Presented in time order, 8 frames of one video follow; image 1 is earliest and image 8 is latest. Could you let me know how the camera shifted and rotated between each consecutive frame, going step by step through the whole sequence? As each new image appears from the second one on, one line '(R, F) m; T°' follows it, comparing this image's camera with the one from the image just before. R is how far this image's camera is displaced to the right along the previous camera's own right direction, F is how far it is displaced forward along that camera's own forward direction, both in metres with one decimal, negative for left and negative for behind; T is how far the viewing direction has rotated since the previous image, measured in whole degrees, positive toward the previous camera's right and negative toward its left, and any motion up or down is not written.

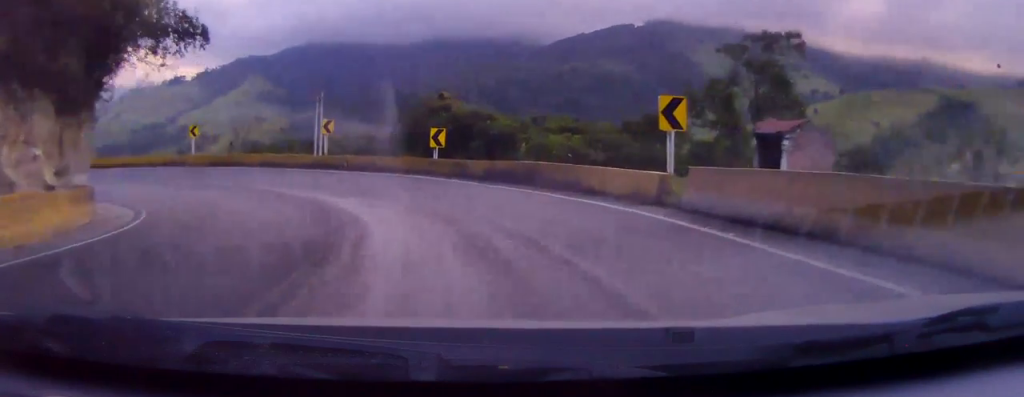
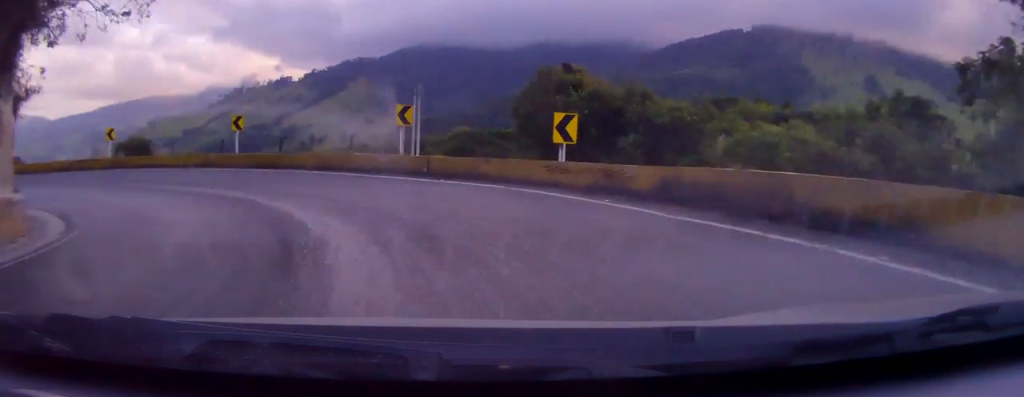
(-0.9, +9.1) m; -14°
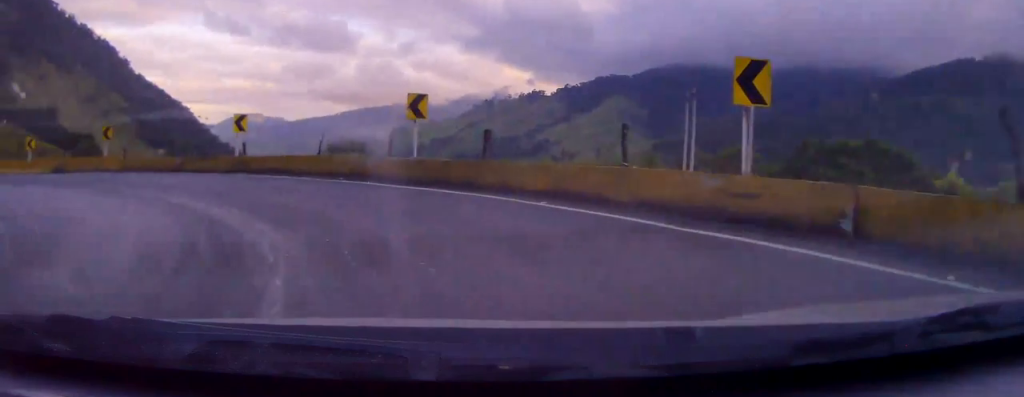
(-2.9, +12.6) m; -27°
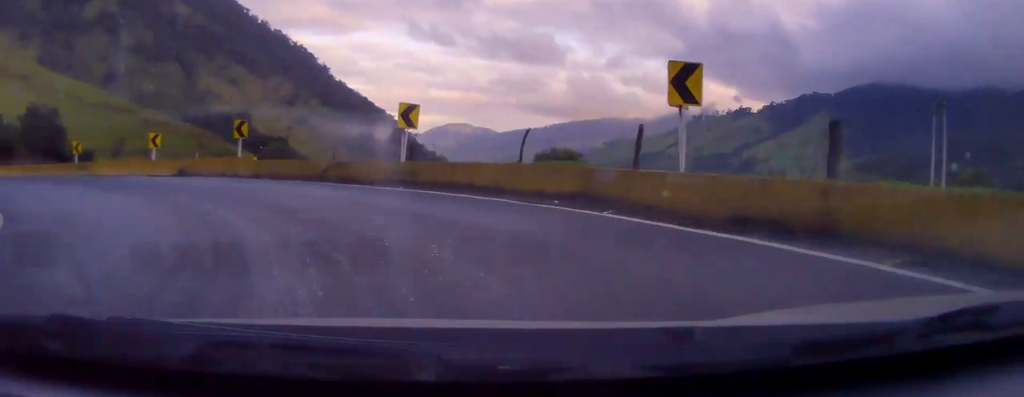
(-1.3, +7.8) m; -18°
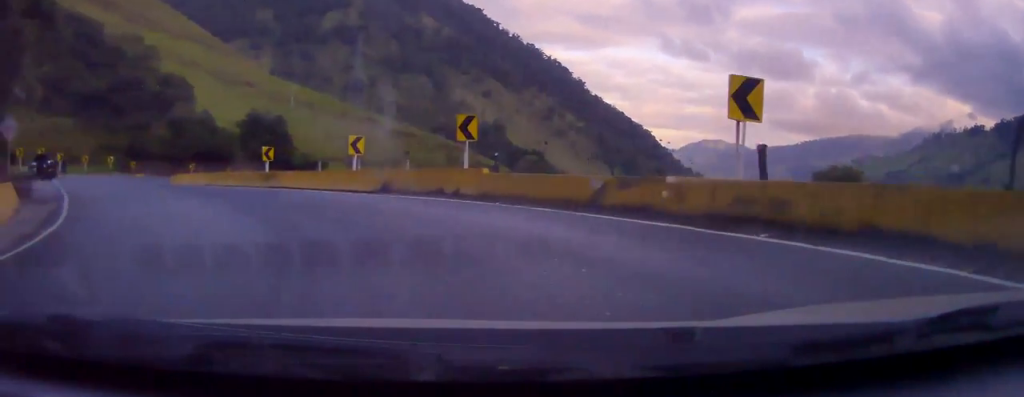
(-1.4, +8.5) m; -19°
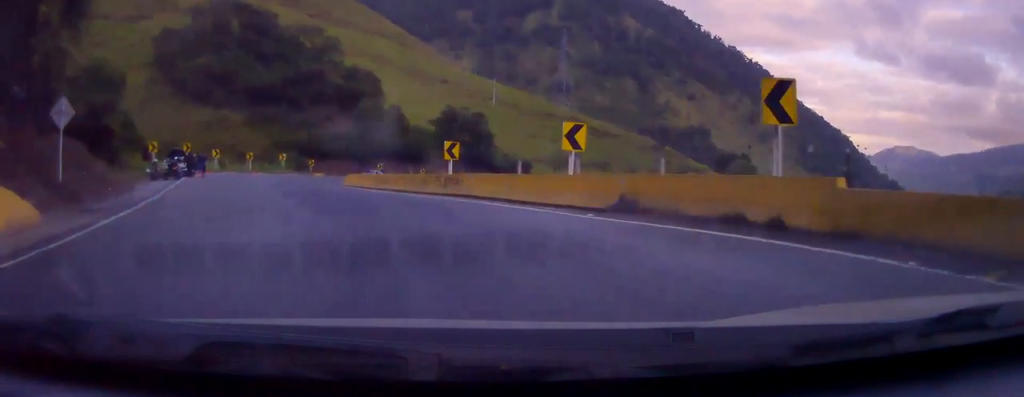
(-1.4, +9.0) m; -16°
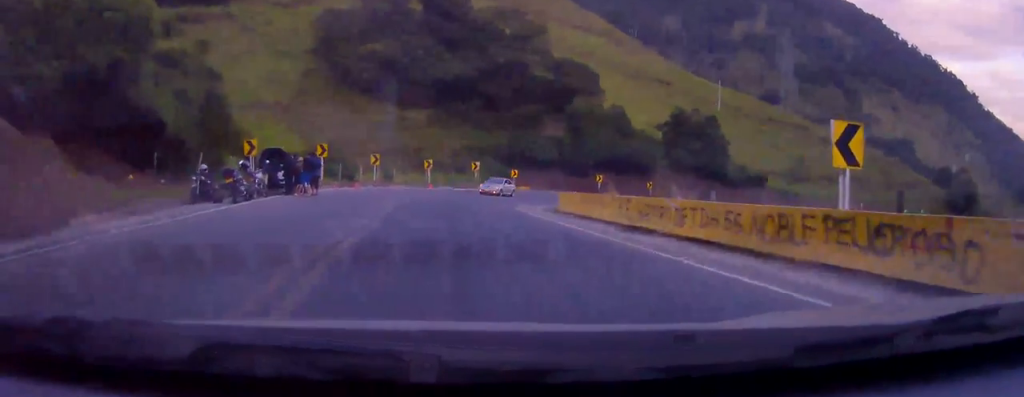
(-2.5, +19.6) m; -7°
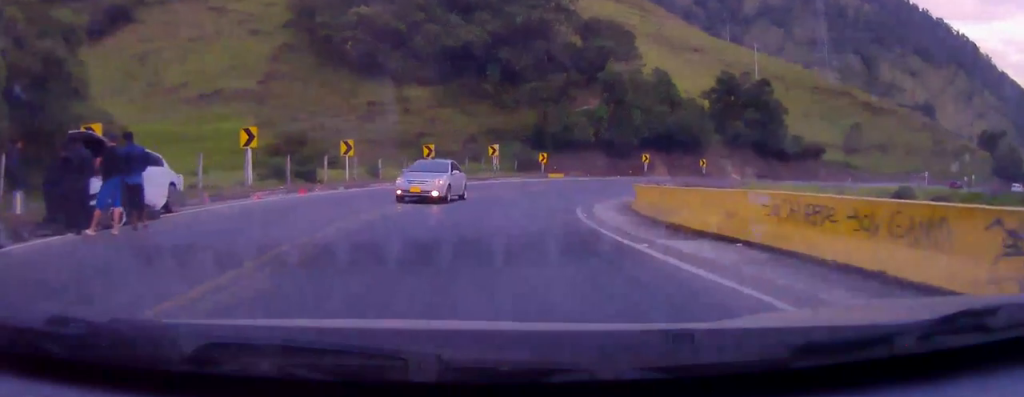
(0.0, +15.6) m; +1°
